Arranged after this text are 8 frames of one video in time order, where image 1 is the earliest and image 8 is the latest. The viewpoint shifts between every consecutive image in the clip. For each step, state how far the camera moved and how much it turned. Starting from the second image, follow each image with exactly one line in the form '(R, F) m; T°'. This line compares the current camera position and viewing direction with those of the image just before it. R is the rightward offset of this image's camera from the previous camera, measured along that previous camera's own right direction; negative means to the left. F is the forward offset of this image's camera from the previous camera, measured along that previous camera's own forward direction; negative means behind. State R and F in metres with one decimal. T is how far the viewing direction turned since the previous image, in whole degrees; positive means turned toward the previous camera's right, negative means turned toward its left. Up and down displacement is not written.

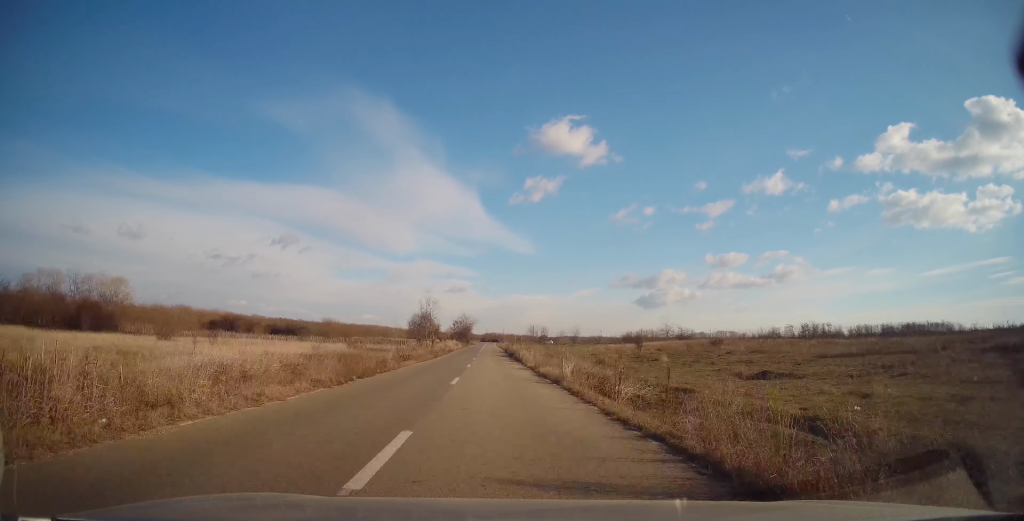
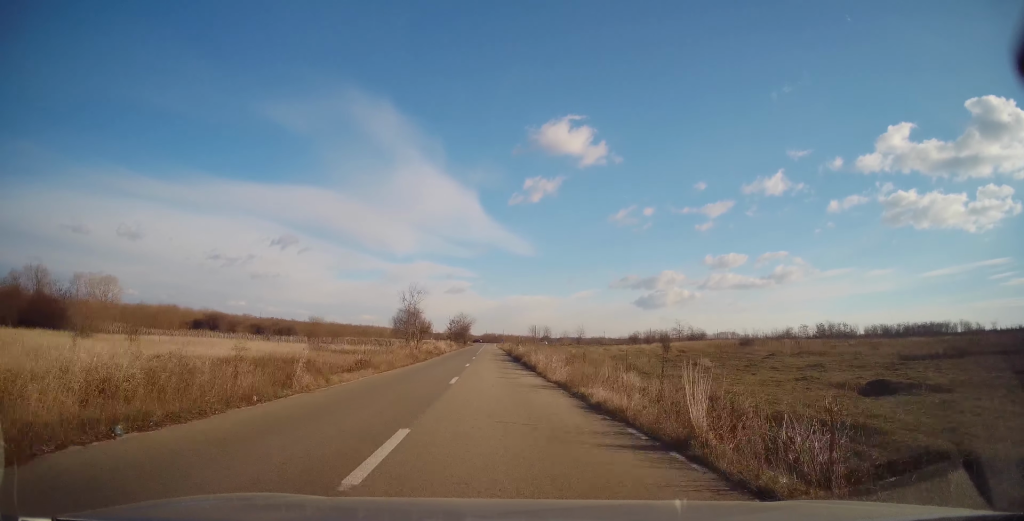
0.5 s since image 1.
(+0.1, +12.0) m; 0°
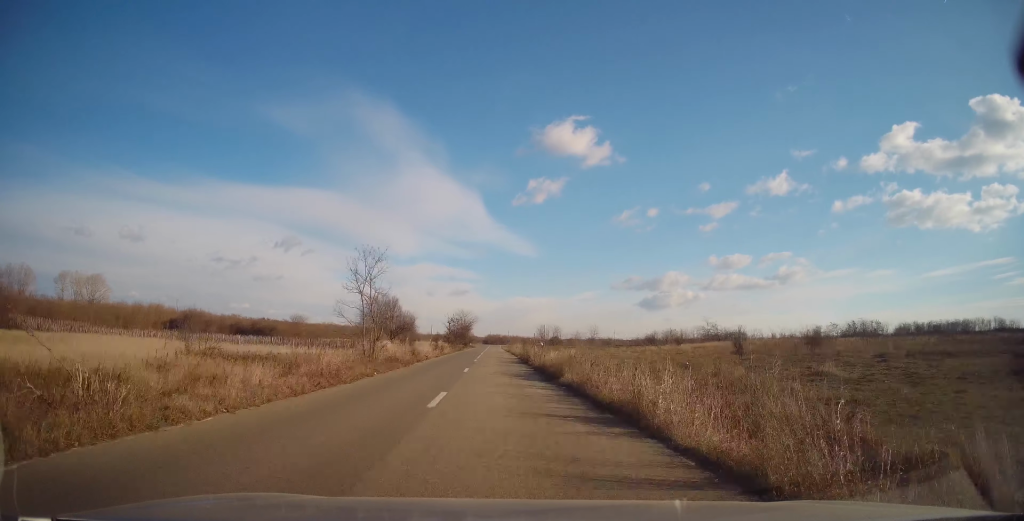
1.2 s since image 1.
(+0.5, +18.6) m; -1°
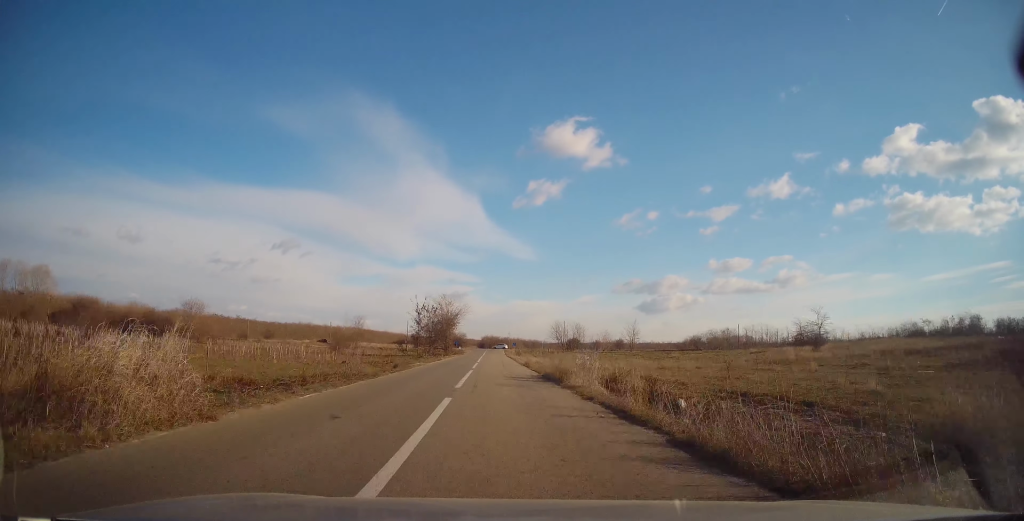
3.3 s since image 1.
(-0.8, +50.6) m; +1°
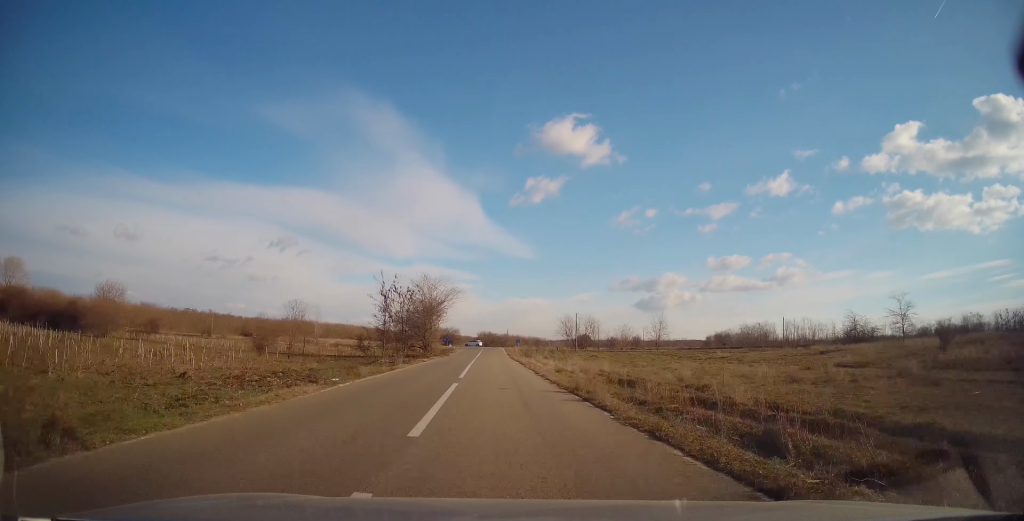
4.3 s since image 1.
(+0.1, +22.8) m; 0°
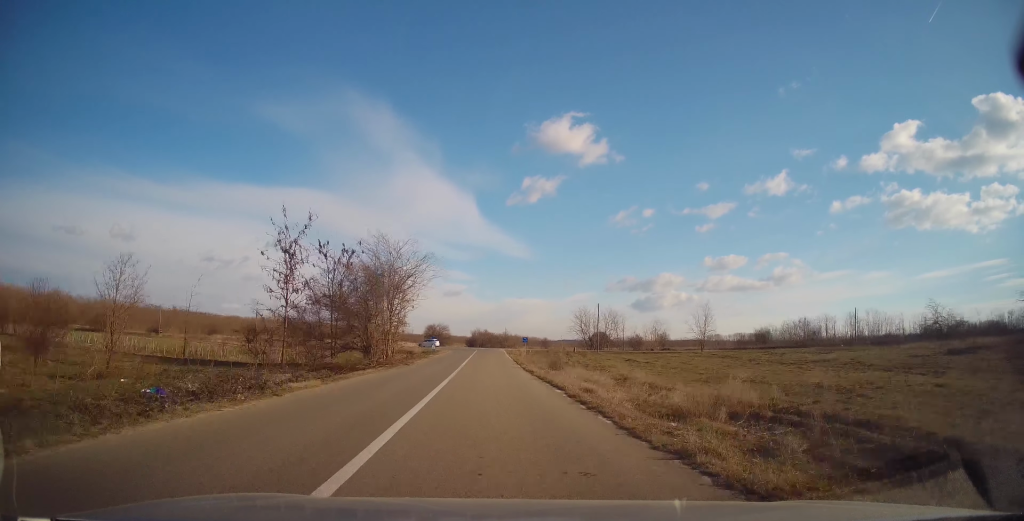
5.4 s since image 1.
(0.0, +23.6) m; 0°
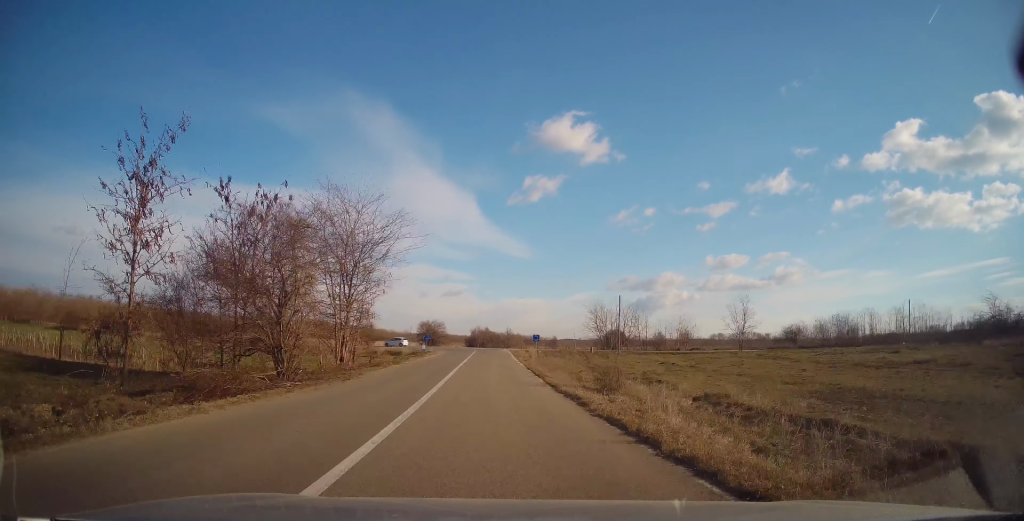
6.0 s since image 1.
(+0.1, +12.9) m; 0°
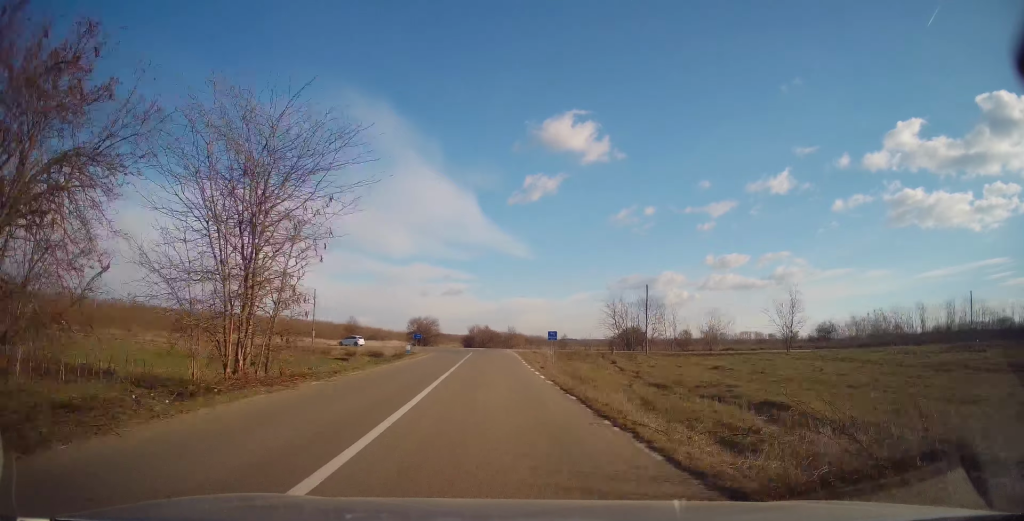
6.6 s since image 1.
(-0.1, +11.8) m; 0°
